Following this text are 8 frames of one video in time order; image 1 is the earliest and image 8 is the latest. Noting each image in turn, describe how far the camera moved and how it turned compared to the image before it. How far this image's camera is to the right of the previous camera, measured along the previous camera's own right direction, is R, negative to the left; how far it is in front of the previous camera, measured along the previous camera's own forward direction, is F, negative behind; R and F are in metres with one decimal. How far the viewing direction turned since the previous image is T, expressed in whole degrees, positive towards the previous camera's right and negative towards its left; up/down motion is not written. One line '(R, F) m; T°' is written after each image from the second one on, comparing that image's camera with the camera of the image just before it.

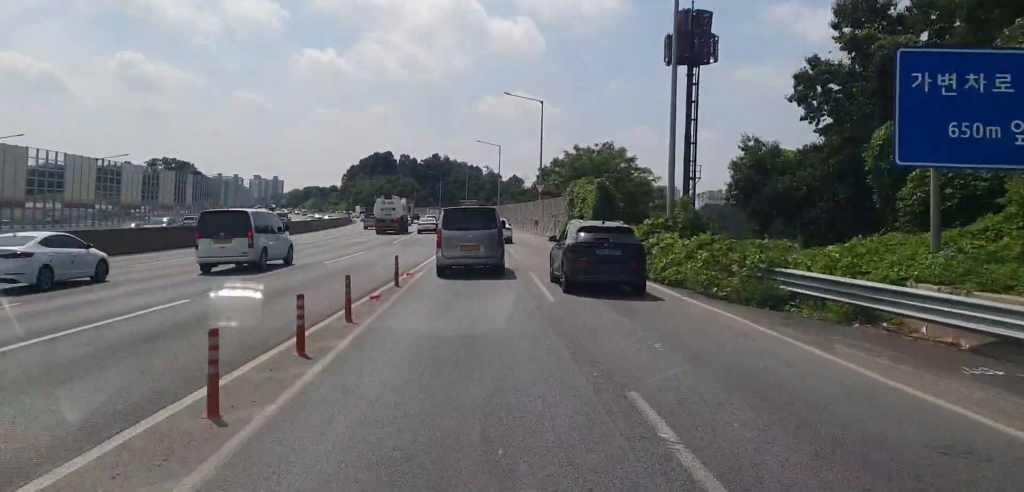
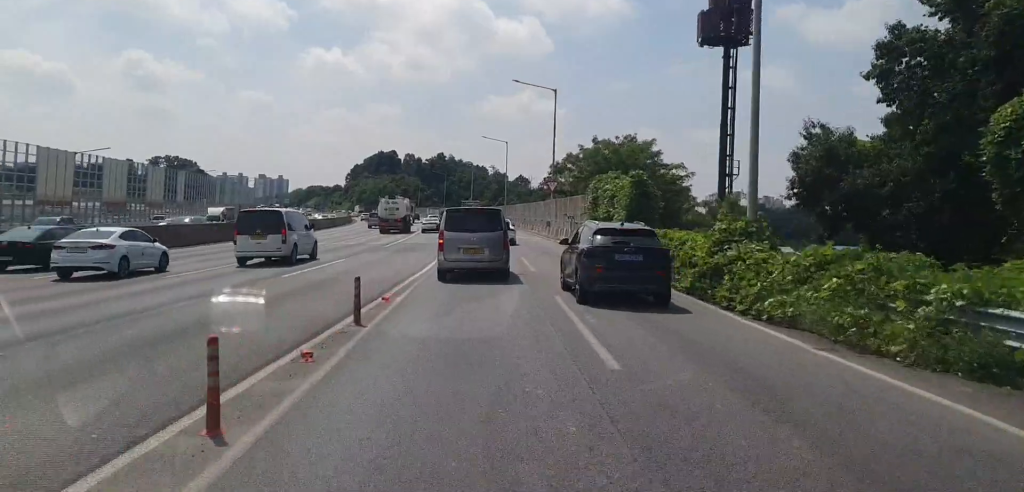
(-0.1, +6.7) m; -1°
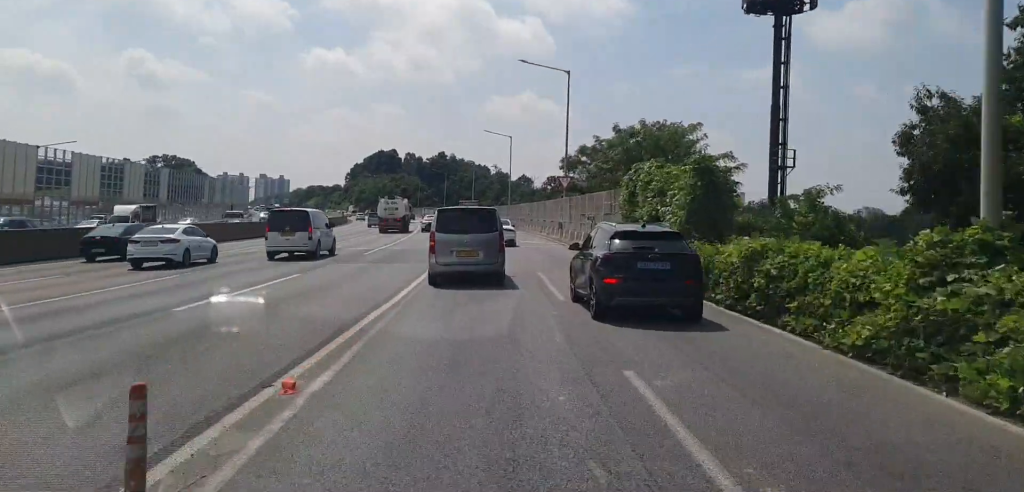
(0.0, +8.0) m; 0°
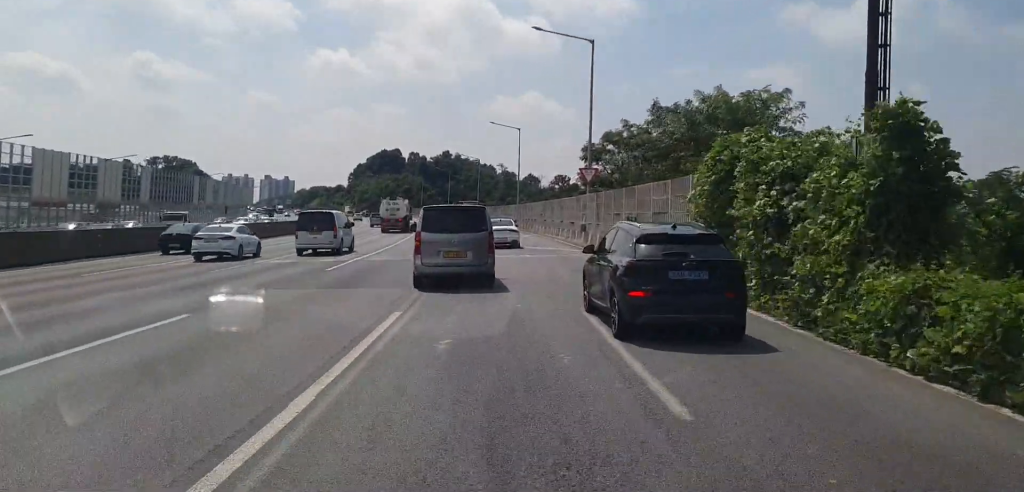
(0.0, +9.4) m; 0°
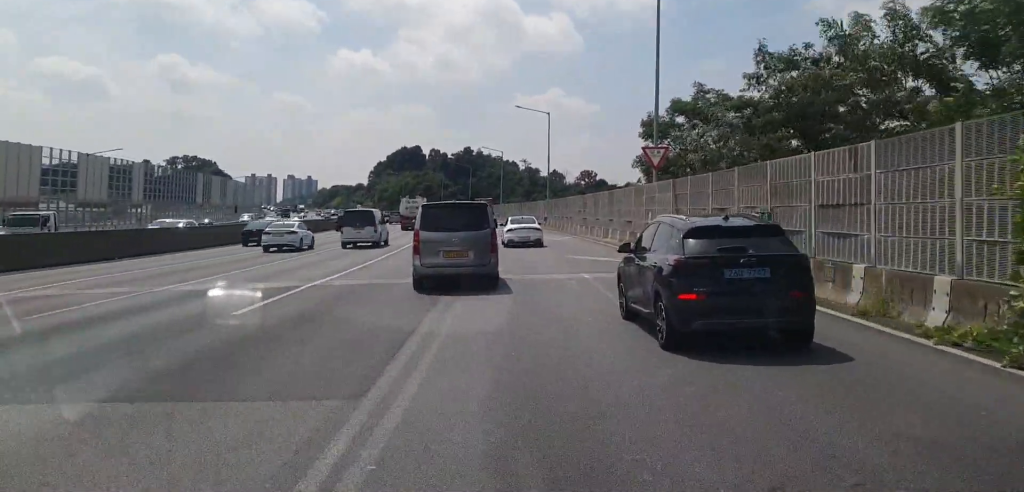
(0.0, +11.5) m; -1°
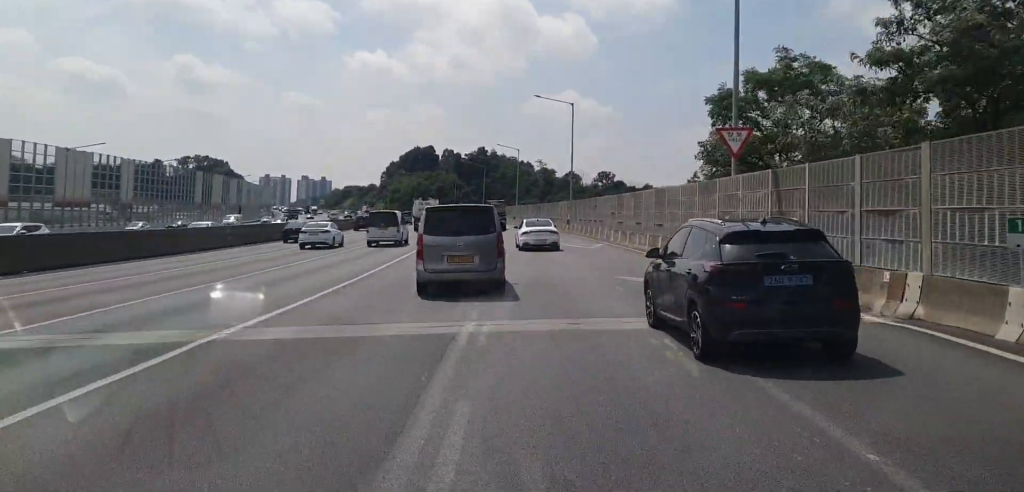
(-0.2, +8.0) m; -1°
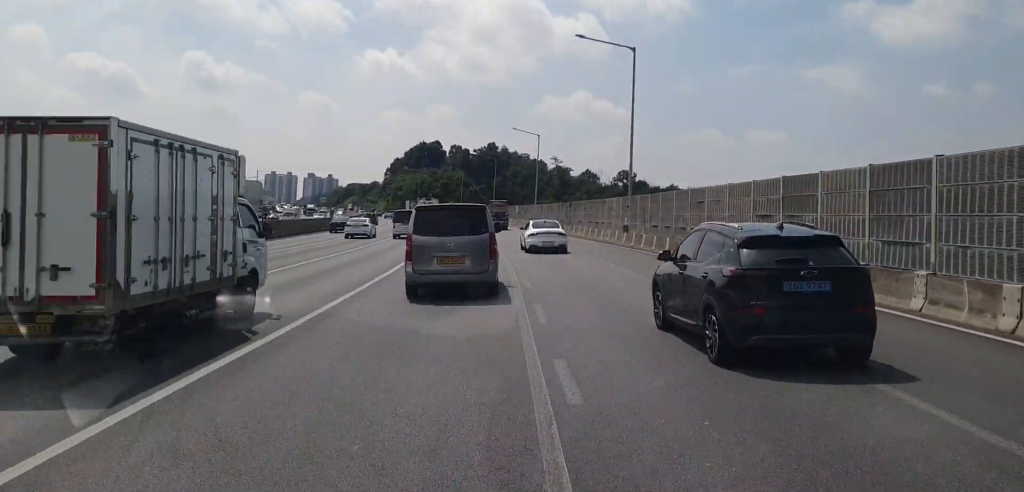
(-0.4, +23.3) m; -2°
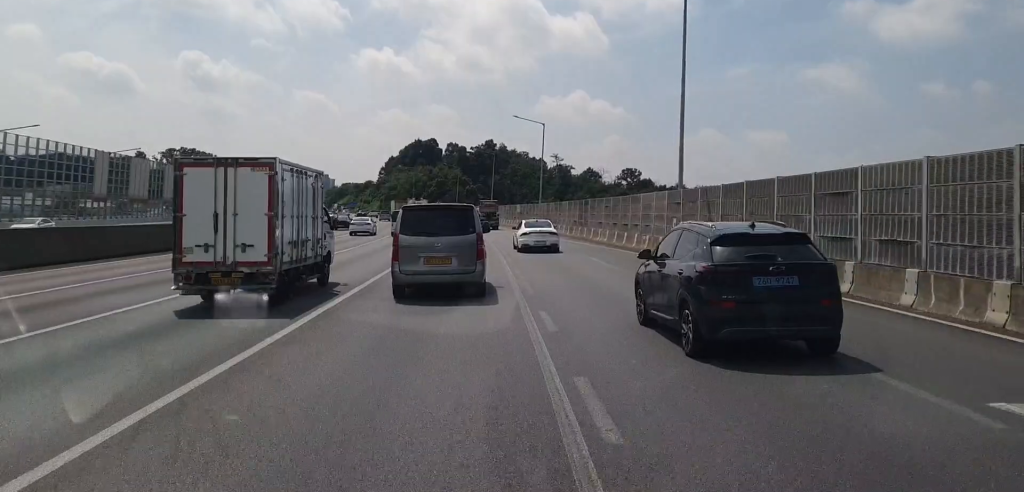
(-0.2, +11.9) m; 0°
